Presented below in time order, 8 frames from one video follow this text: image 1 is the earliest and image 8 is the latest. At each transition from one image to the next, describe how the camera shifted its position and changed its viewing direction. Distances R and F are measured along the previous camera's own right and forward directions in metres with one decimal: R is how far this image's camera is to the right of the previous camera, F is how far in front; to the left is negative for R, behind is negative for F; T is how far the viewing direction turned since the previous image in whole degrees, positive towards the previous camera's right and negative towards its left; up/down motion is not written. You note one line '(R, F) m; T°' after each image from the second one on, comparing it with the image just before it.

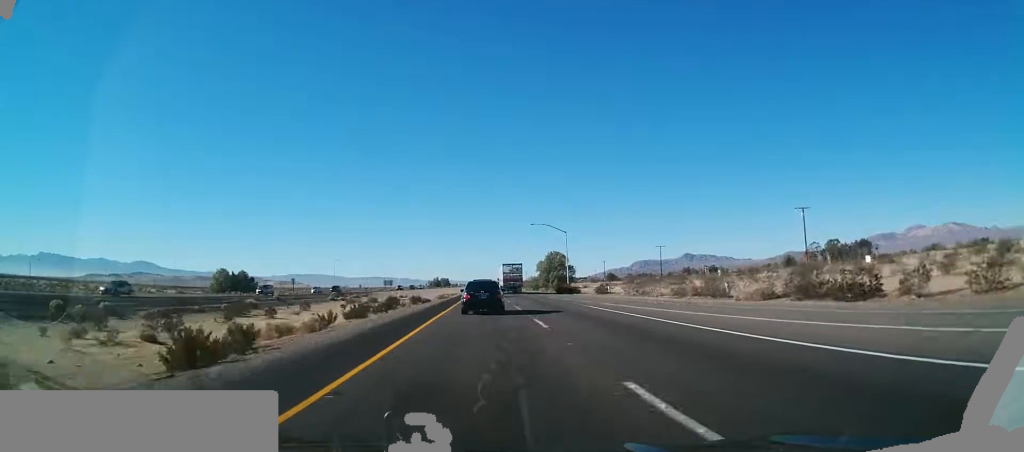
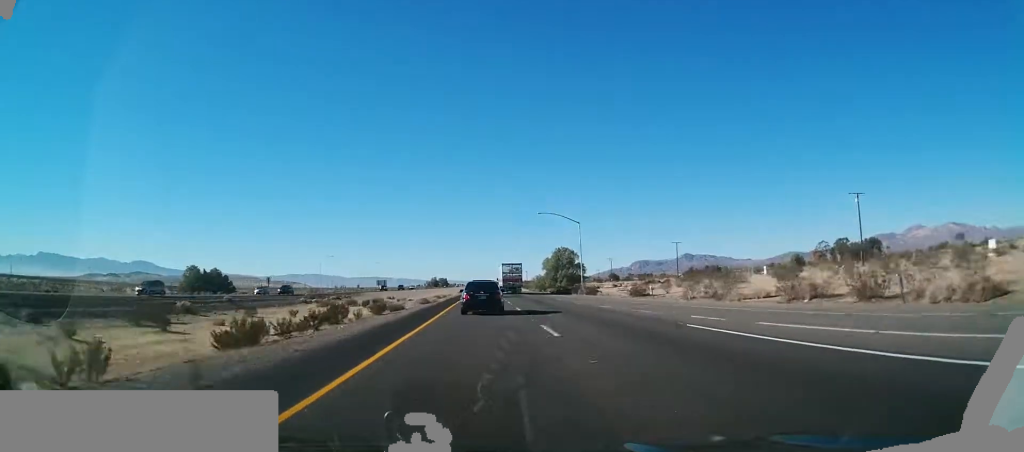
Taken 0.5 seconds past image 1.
(0.0, +17.6) m; 0°
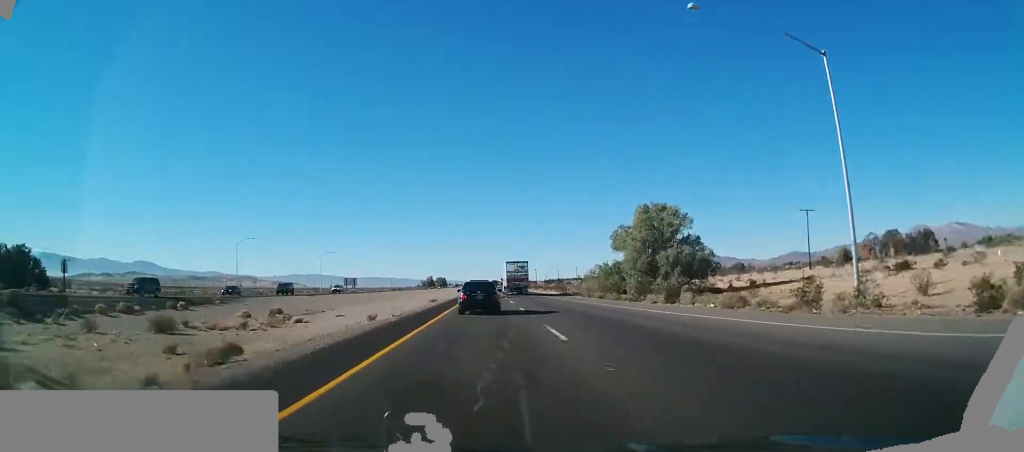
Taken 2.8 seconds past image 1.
(-0.2, +73.7) m; 0°
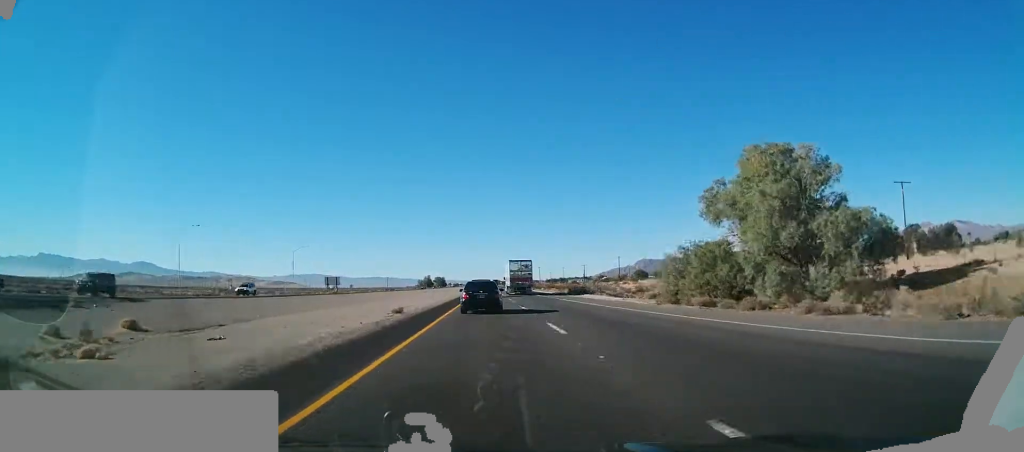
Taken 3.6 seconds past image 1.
(0.0, +27.5) m; 0°
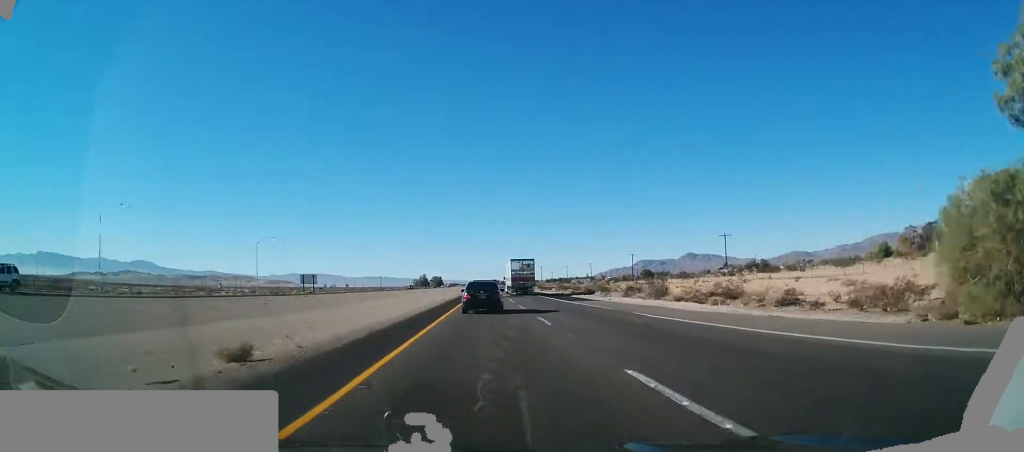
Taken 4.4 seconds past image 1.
(+0.3, +25.4) m; 0°
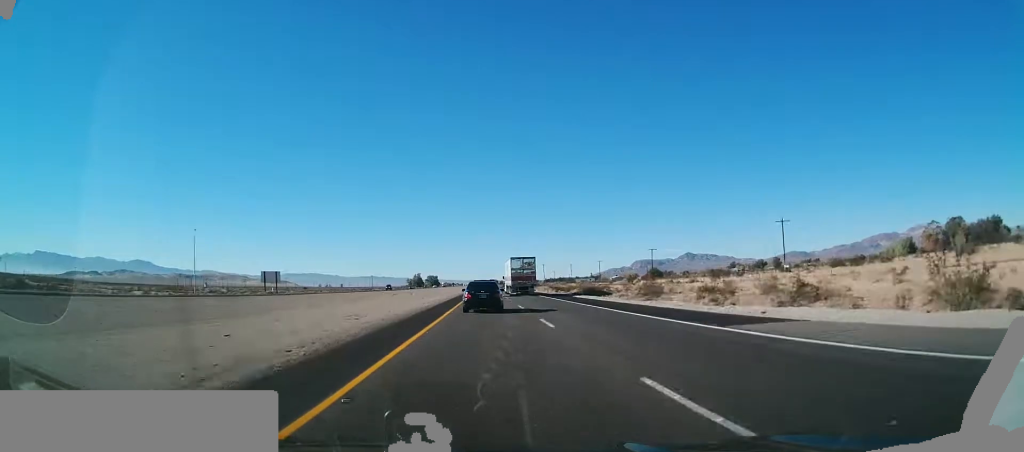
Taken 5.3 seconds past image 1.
(-0.2, +29.9) m; 0°
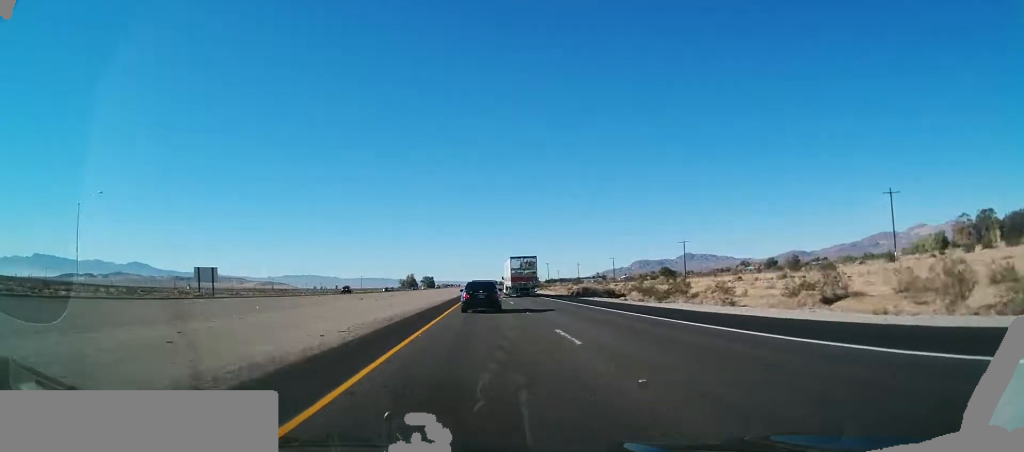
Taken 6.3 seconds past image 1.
(0.0, +34.5) m; 0°
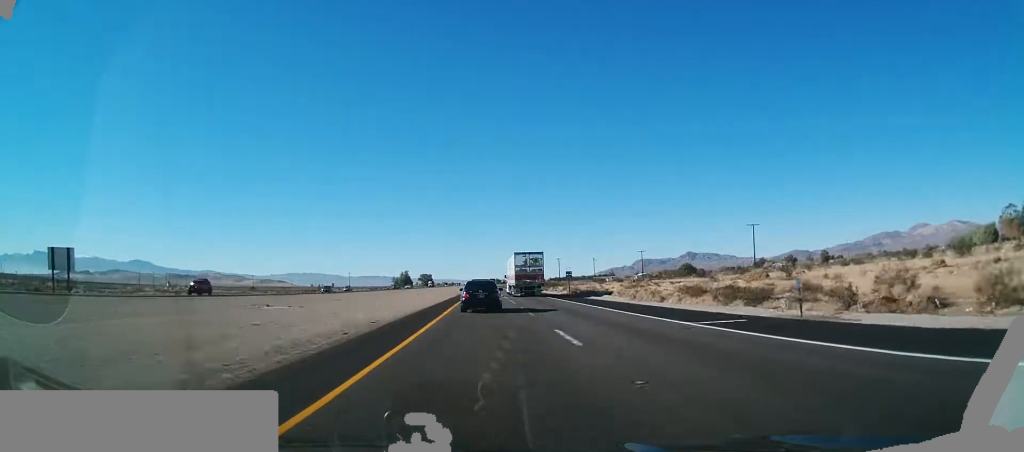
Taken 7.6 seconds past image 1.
(0.0, +43.8) m; -1°
